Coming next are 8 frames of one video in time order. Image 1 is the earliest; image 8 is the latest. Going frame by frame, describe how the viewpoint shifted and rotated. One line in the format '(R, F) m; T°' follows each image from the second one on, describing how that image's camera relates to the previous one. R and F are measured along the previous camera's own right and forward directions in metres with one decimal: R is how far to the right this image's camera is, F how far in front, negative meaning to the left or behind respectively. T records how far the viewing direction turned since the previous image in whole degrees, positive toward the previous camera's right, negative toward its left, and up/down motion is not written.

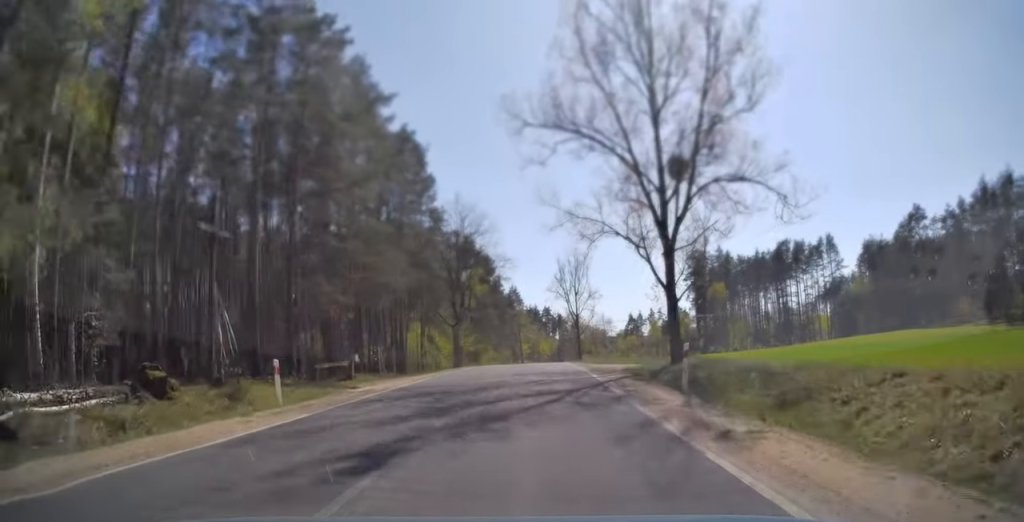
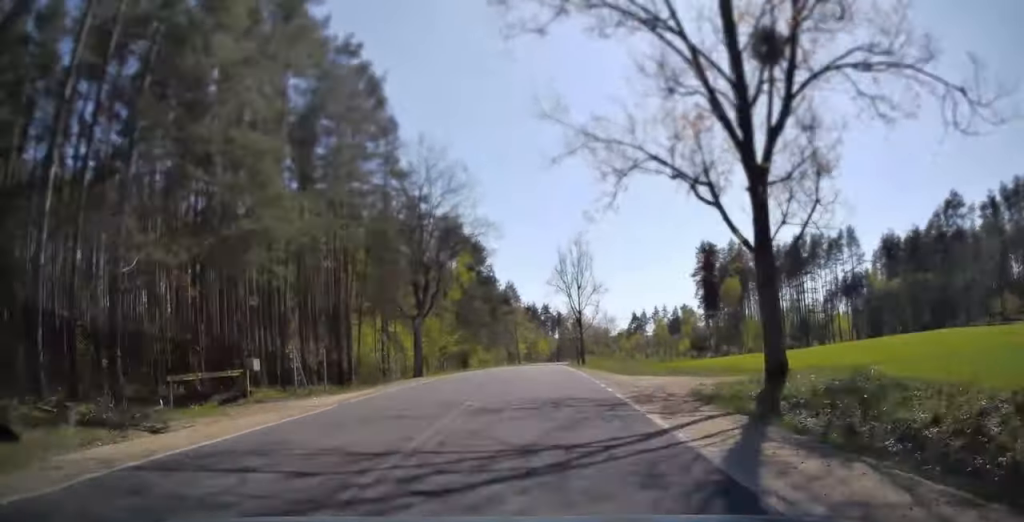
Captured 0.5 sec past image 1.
(0.0, +12.9) m; 0°
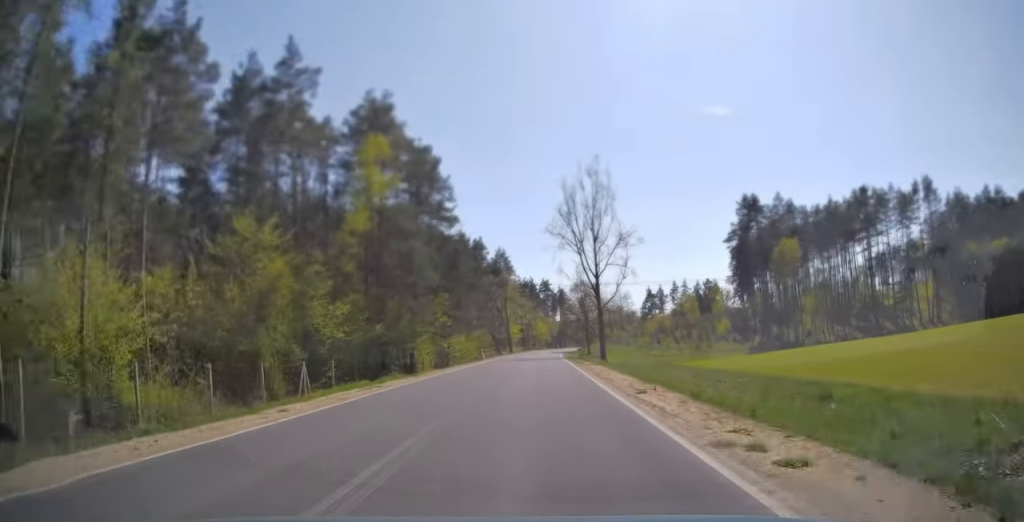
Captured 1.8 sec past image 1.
(0.0, +36.0) m; 0°
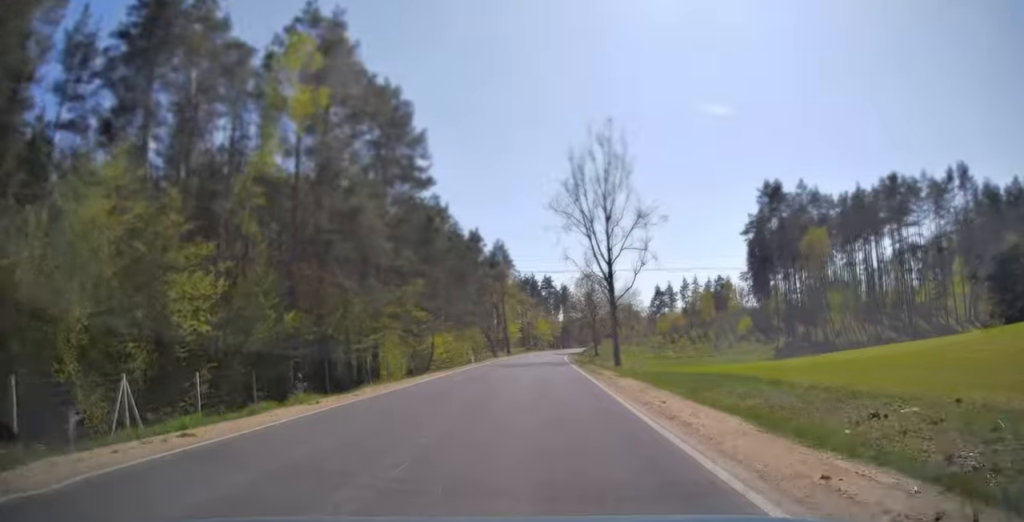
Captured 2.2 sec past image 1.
(0.0, +12.0) m; 0°
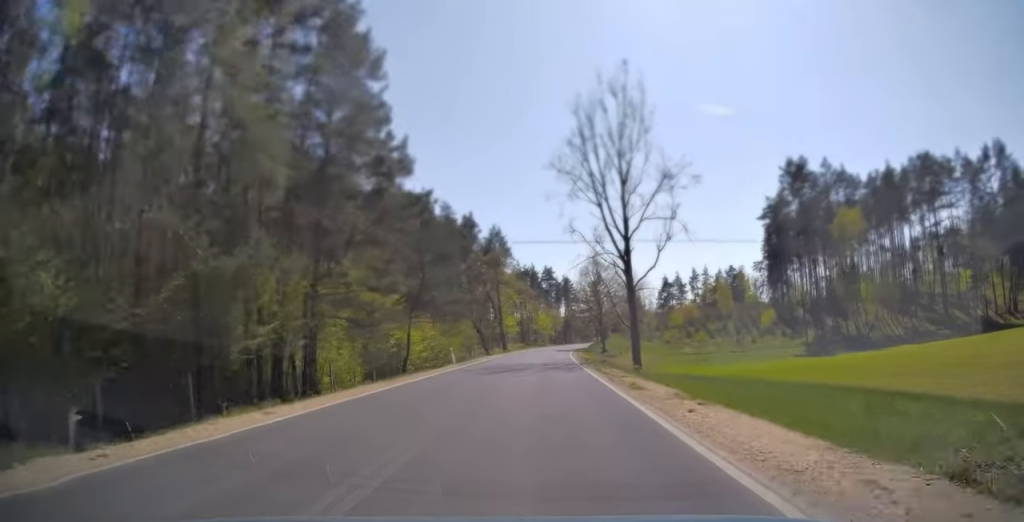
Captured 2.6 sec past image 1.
(0.0, +11.6) m; 0°
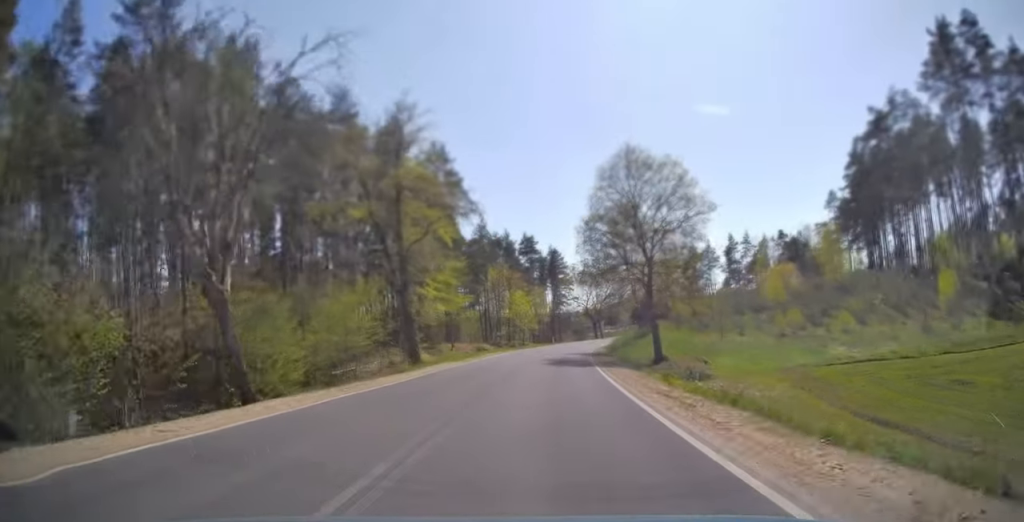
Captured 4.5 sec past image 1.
(+0.4, +52.2) m; +2°
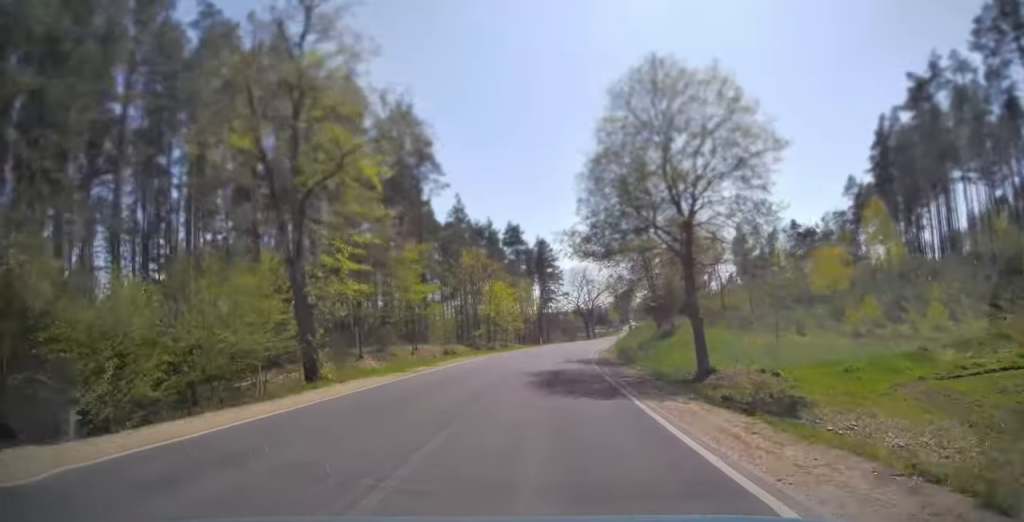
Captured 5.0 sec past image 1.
(+0.3, +13.4) m; +1°
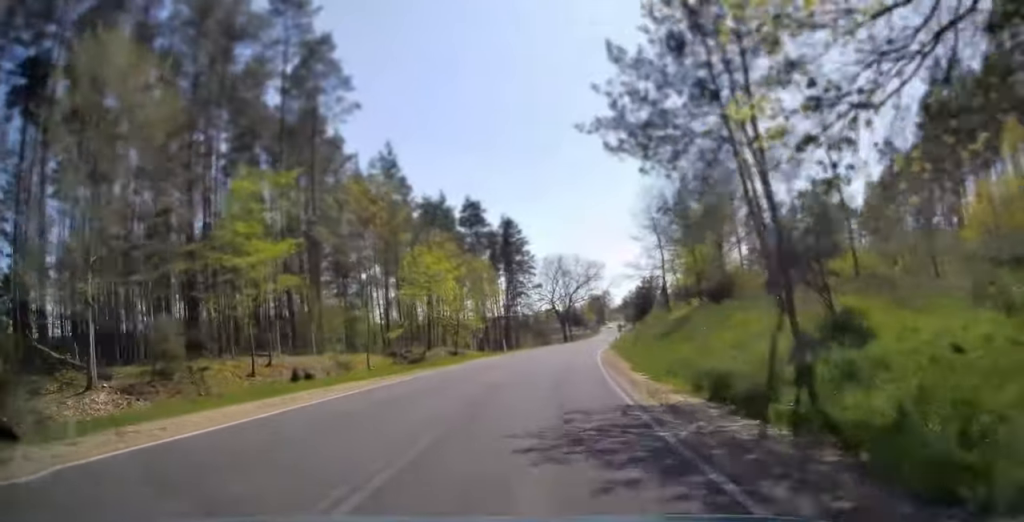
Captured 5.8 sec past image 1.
(+0.4, +23.5) m; +2°
